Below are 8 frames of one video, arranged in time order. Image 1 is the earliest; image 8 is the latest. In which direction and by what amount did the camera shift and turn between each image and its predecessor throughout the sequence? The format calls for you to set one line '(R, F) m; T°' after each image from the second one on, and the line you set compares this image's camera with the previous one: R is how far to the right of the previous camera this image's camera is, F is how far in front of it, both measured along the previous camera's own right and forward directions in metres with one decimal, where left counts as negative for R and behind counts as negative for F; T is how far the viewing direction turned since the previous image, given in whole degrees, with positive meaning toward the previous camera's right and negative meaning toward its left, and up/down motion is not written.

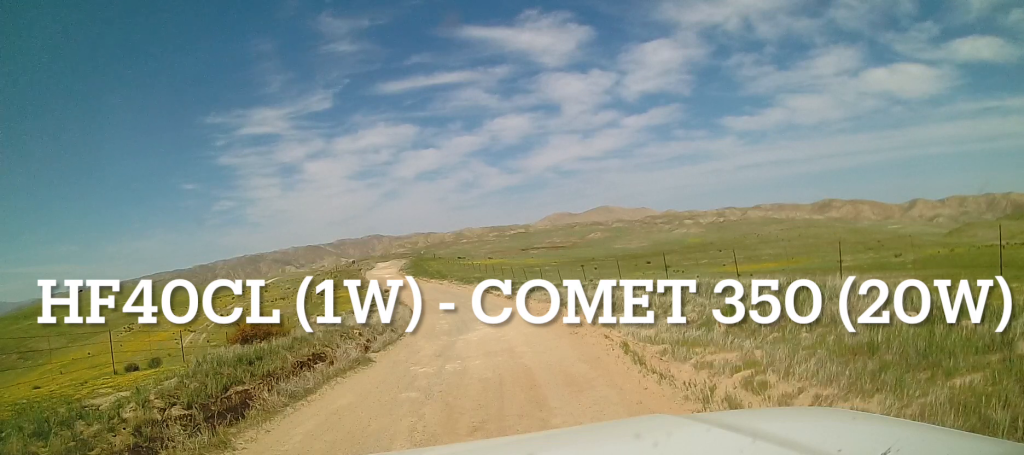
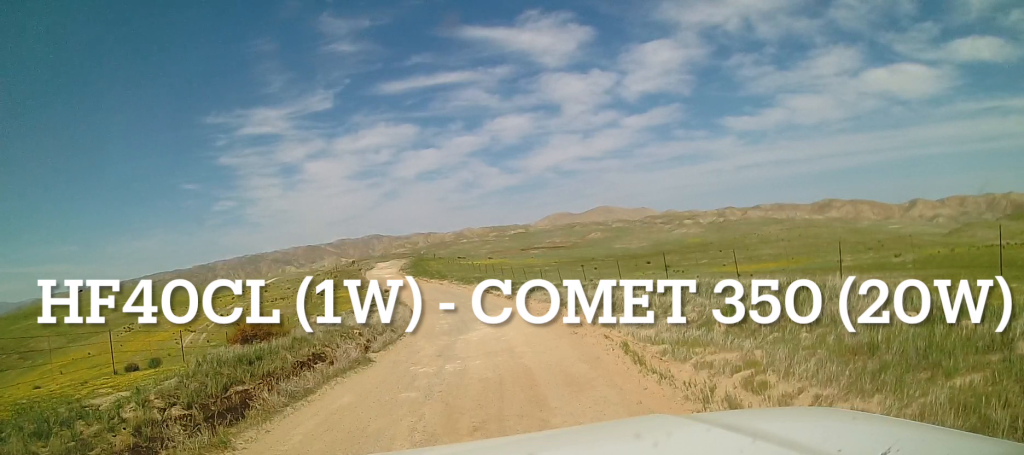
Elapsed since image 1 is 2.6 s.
(0.0, 0.0) m; 0°
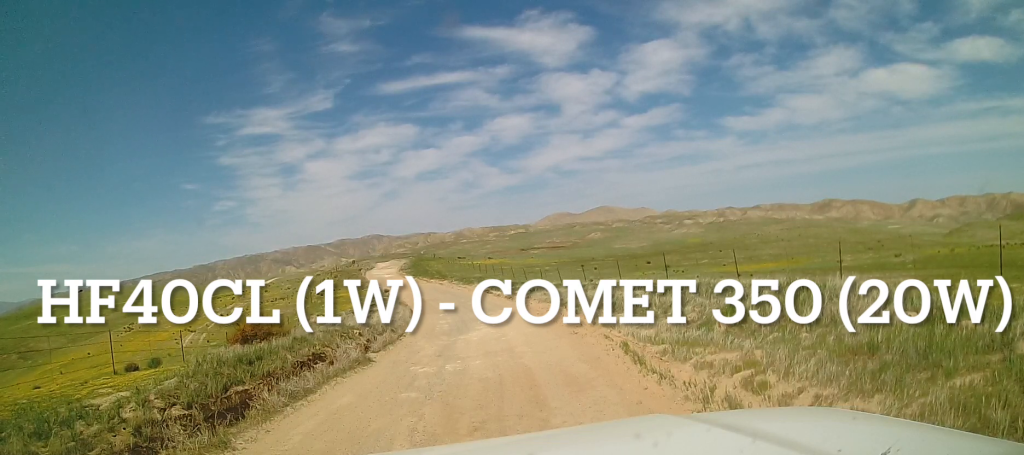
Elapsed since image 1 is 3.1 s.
(0.0, 0.0) m; 0°
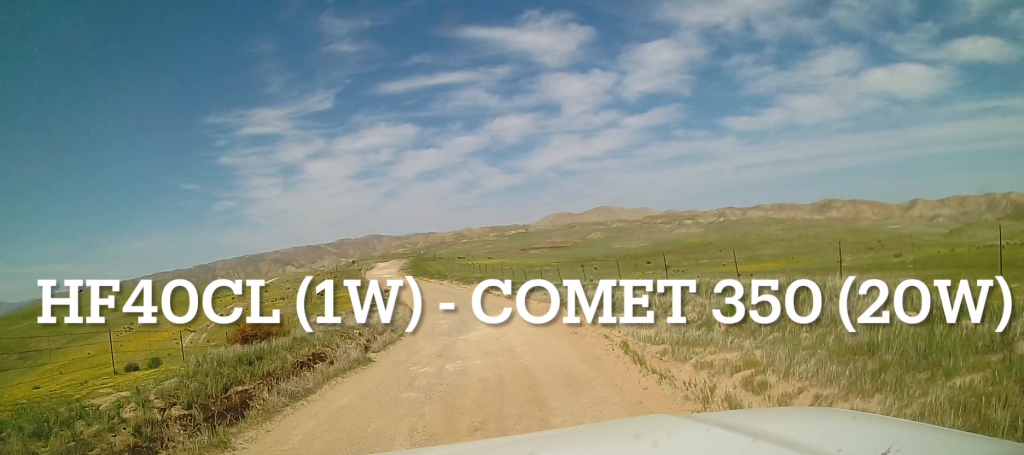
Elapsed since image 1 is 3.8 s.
(0.0, 0.0) m; 0°
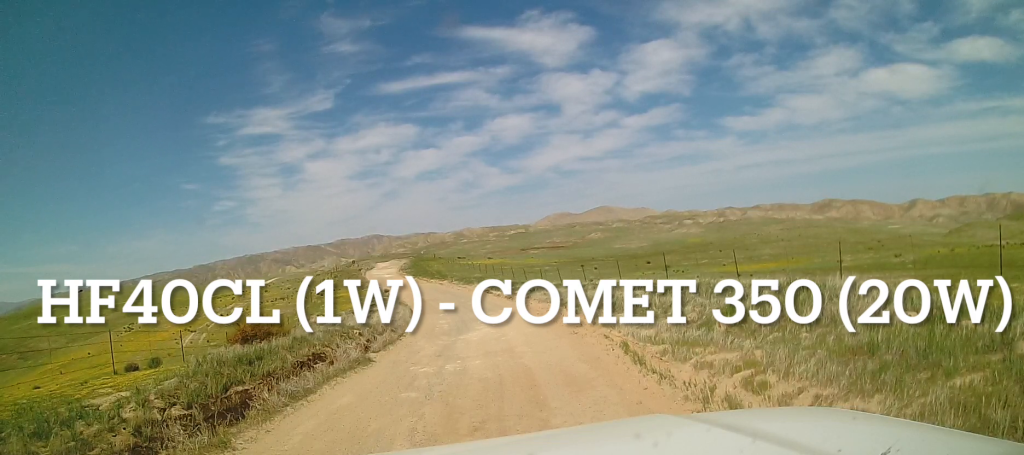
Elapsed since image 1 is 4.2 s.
(0.0, 0.0) m; 0°
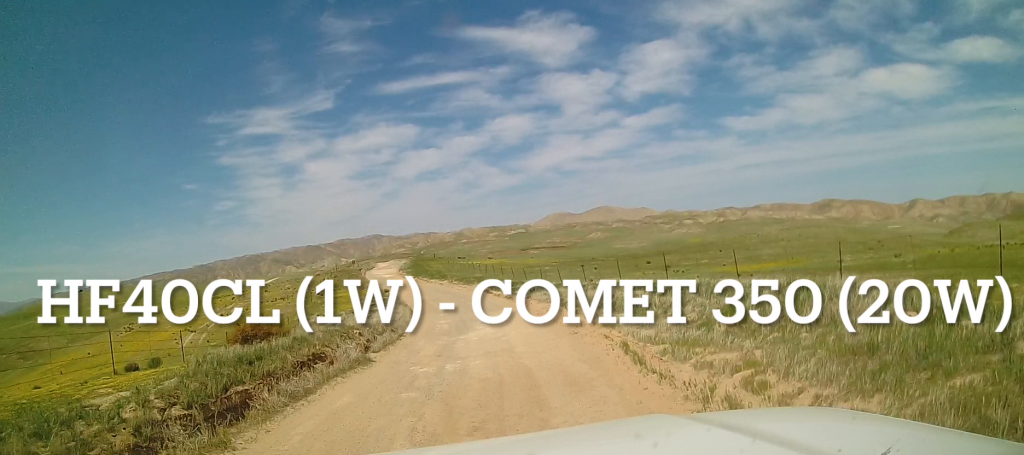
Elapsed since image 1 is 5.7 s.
(0.0, 0.0) m; 0°
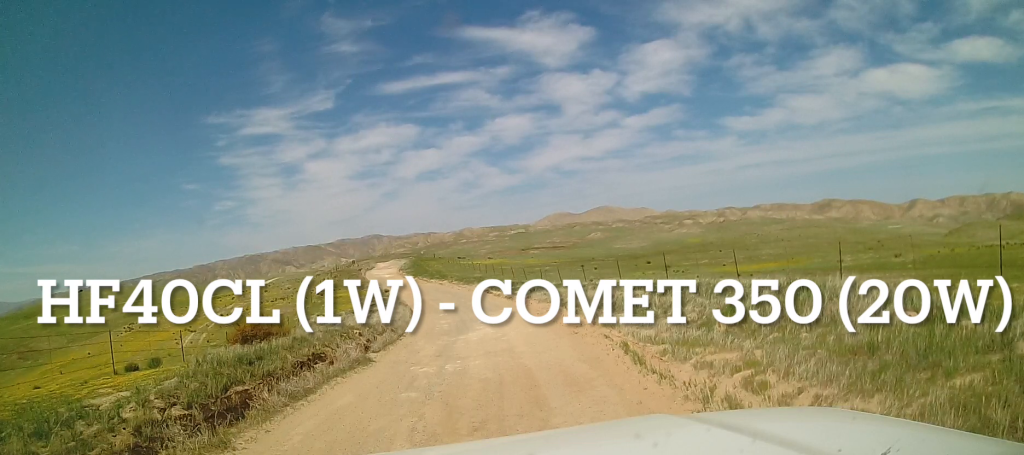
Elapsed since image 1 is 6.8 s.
(0.0, 0.0) m; 0°
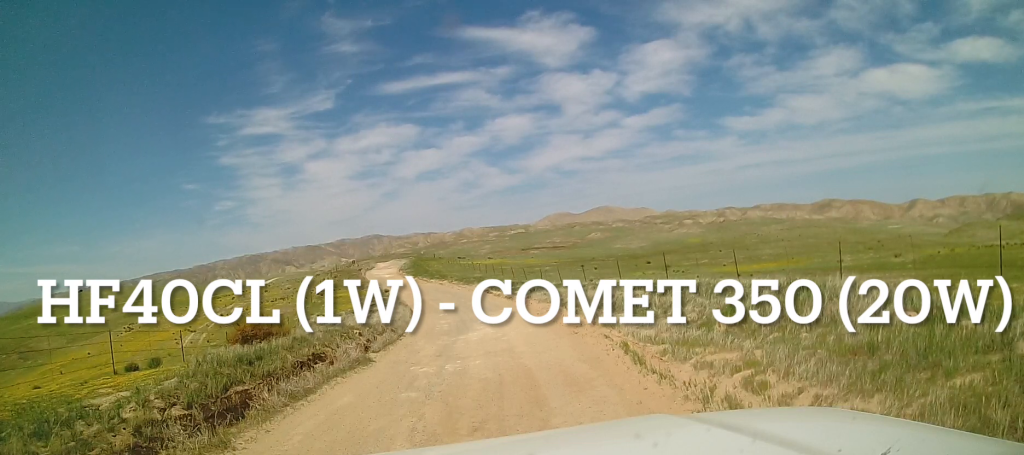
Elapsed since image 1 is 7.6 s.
(0.0, 0.0) m; 0°
